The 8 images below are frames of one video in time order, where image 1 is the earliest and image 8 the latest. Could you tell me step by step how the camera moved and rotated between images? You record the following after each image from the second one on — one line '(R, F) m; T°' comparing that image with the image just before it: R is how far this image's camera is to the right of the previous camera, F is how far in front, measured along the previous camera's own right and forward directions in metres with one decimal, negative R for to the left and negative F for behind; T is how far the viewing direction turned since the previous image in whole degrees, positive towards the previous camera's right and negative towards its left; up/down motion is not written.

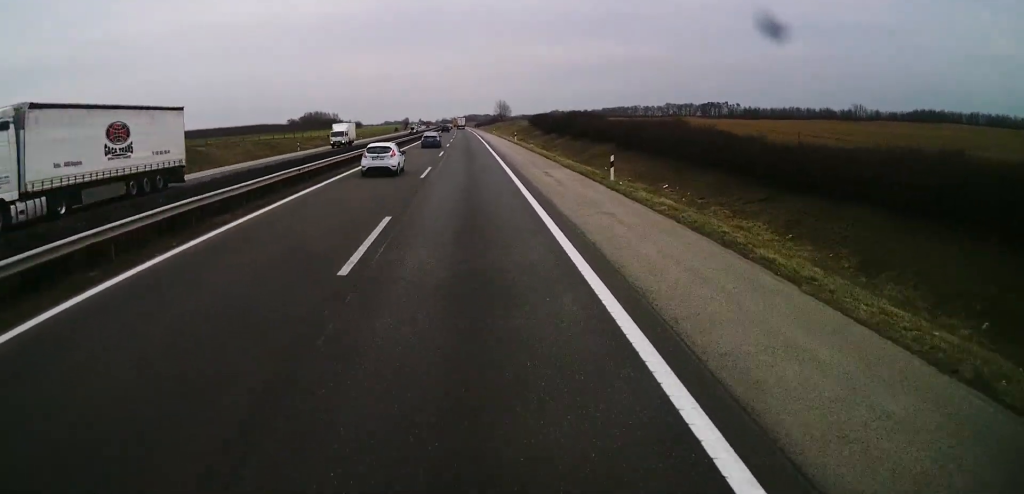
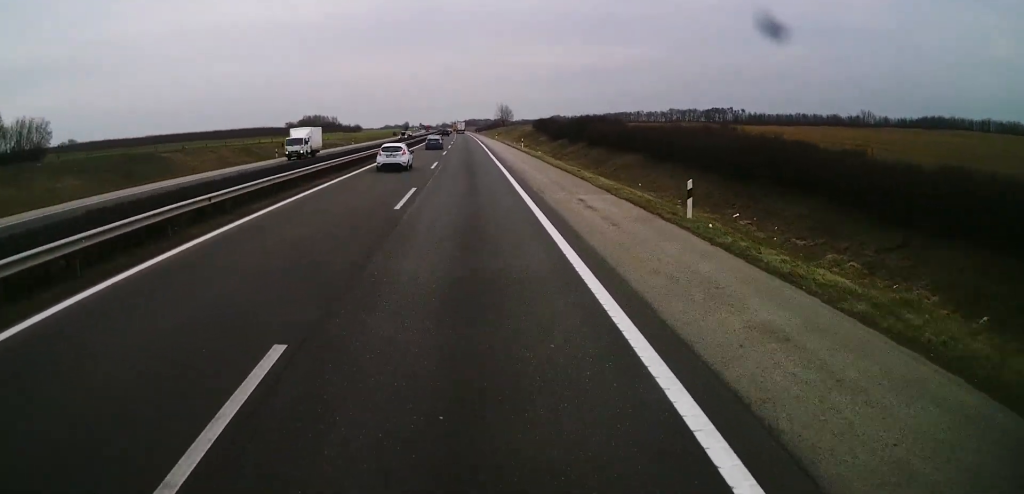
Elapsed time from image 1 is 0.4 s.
(-0.1, +9.2) m; 0°
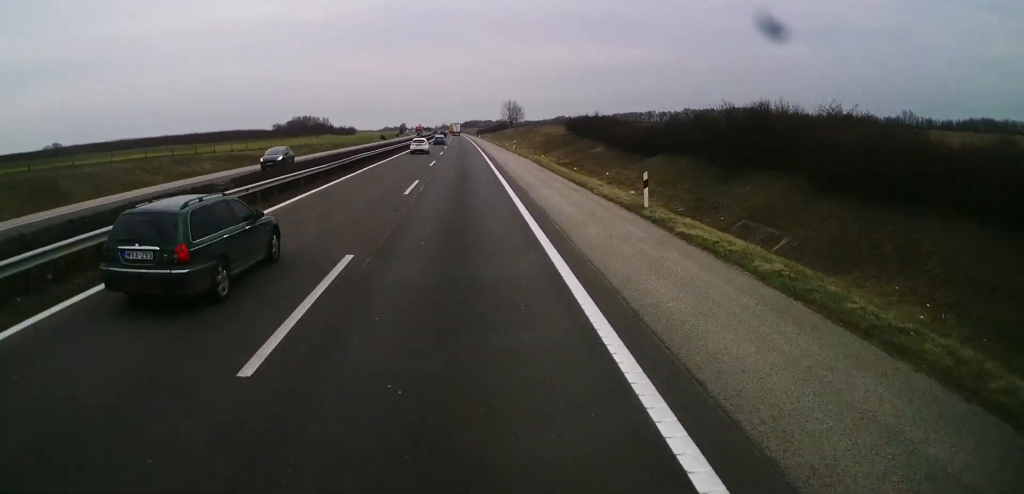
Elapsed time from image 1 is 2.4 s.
(0.0, +46.4) m; -1°
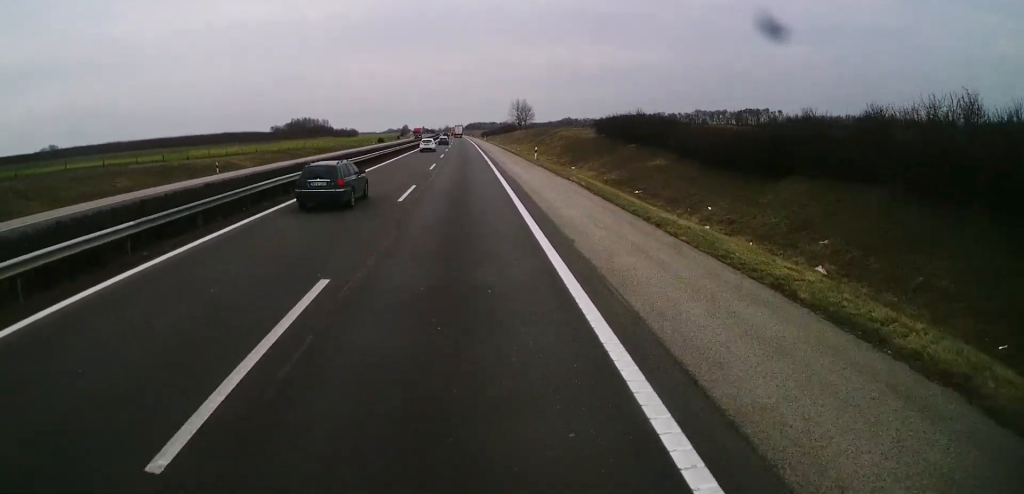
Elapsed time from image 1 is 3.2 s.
(0.0, +19.3) m; +1°
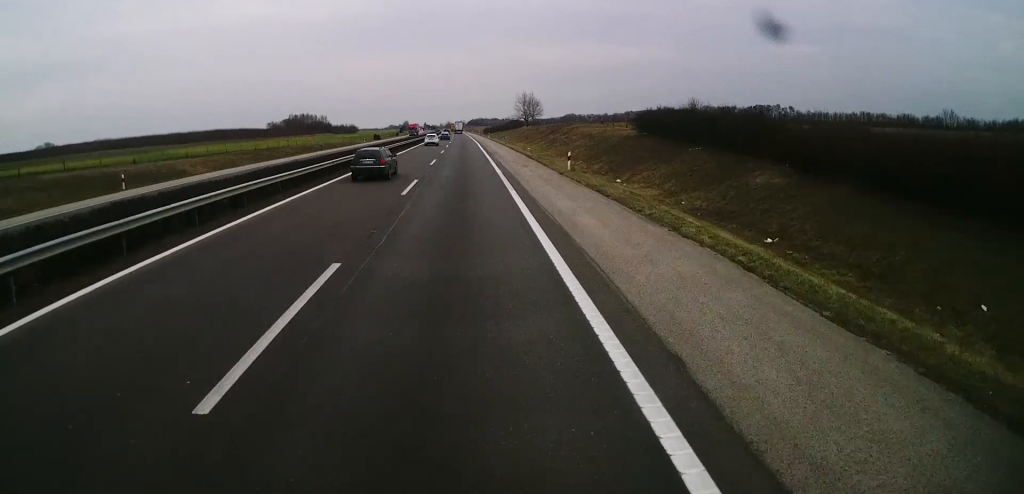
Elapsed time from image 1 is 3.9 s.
(+0.1, +16.2) m; 0°
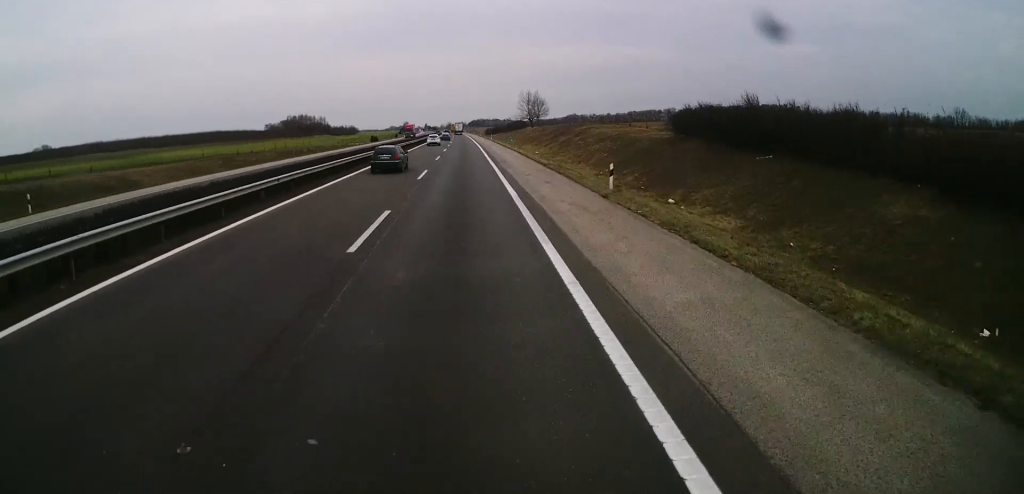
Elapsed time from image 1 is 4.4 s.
(+0.1, +10.1) m; 0°
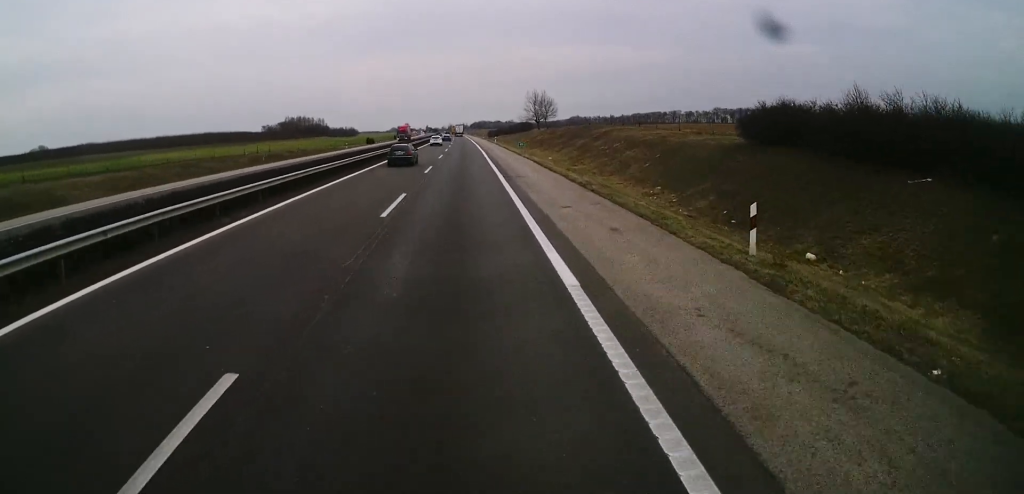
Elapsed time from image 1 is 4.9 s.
(-0.1, +12.4) m; 0°
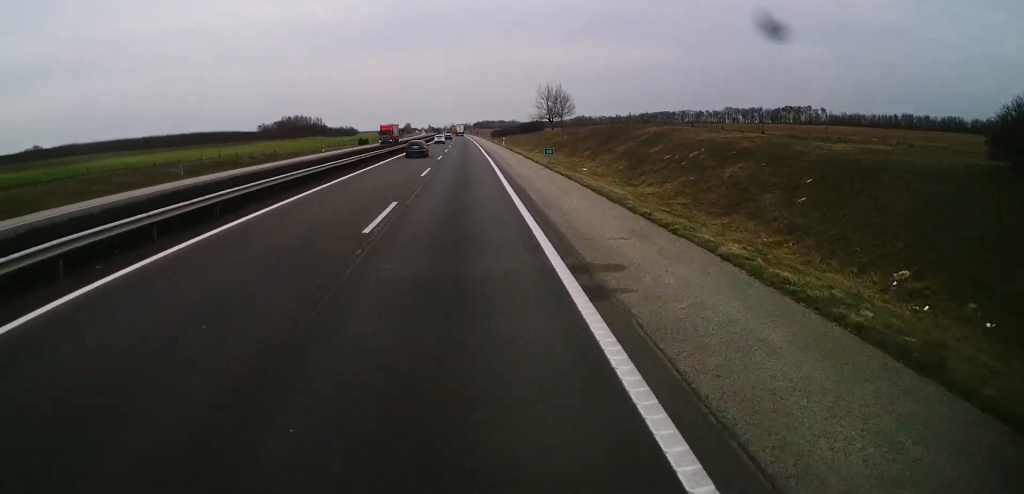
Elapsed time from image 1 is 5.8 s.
(-0.2, +20.1) m; 0°
